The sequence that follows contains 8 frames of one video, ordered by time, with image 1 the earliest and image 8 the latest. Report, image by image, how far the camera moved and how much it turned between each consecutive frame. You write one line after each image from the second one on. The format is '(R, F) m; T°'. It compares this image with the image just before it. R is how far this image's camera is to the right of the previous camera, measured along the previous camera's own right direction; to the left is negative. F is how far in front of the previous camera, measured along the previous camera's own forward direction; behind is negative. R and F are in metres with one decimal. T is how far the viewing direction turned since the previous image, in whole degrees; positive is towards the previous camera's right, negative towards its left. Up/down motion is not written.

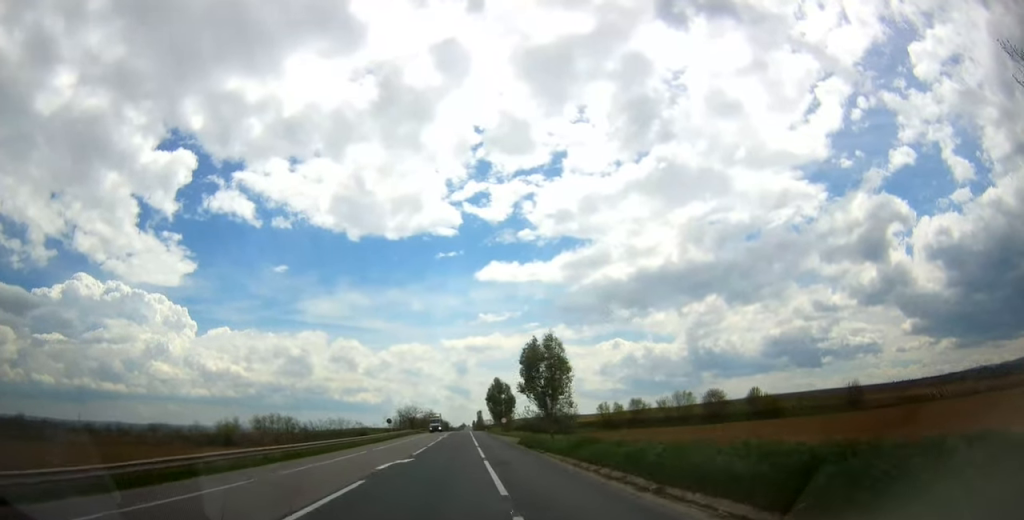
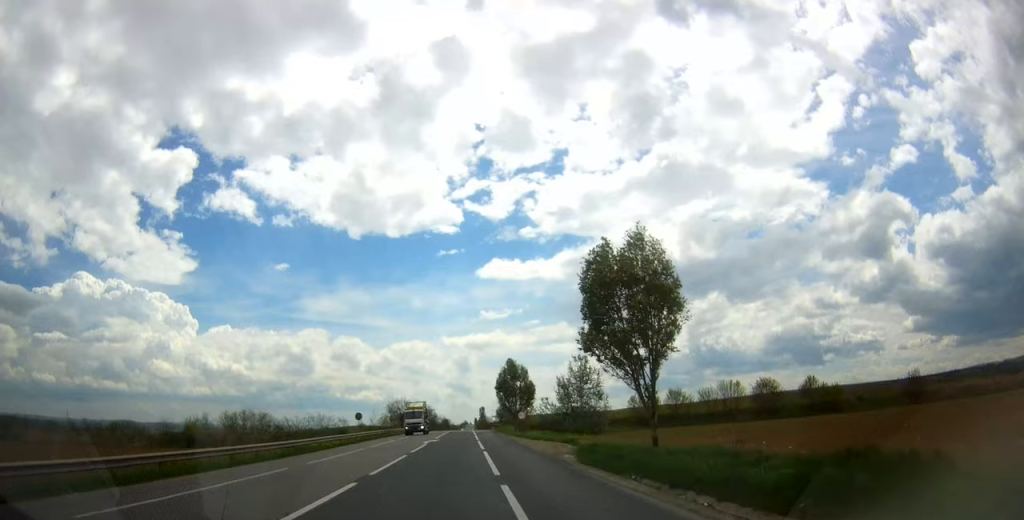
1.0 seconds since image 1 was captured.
(0.0, +25.2) m; -1°
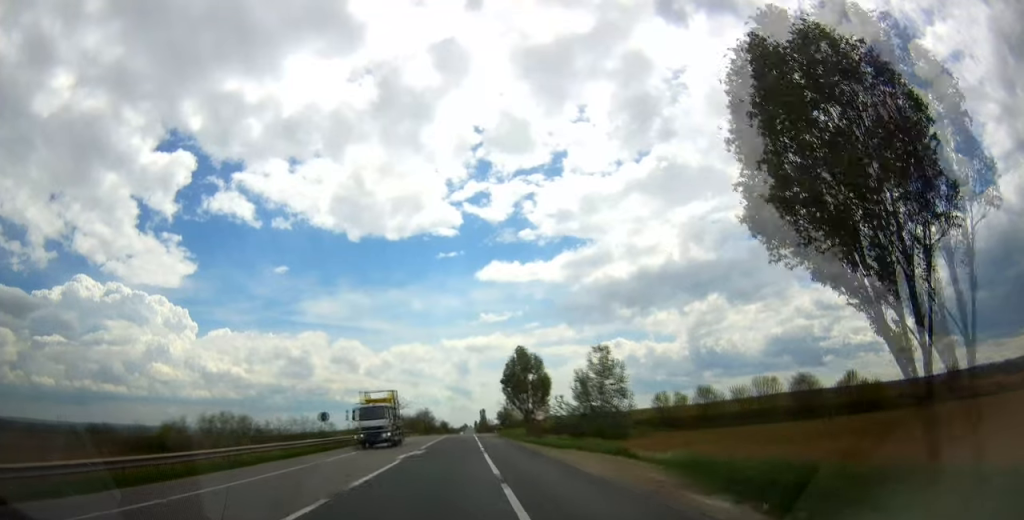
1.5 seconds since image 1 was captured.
(-0.1, +14.9) m; 0°
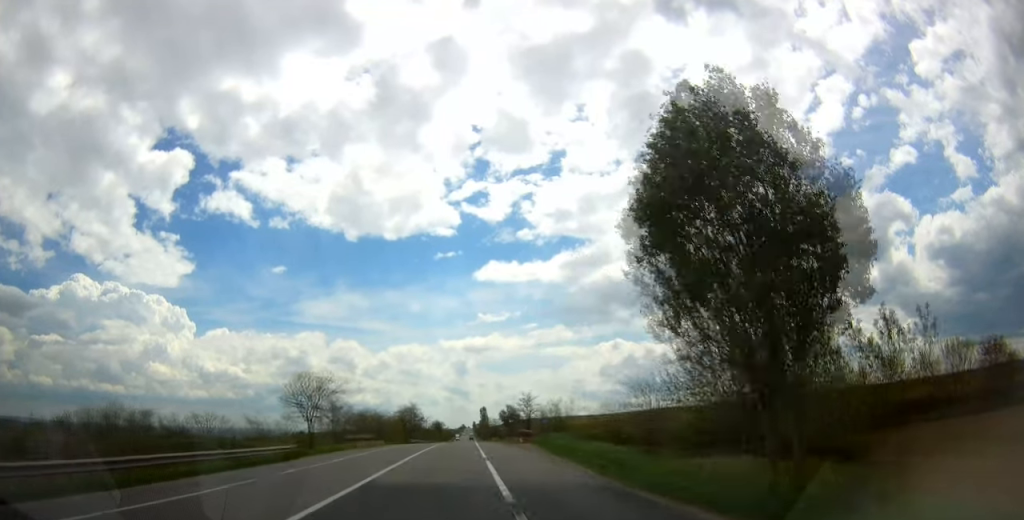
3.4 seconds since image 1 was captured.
(0.0, +49.1) m; 0°
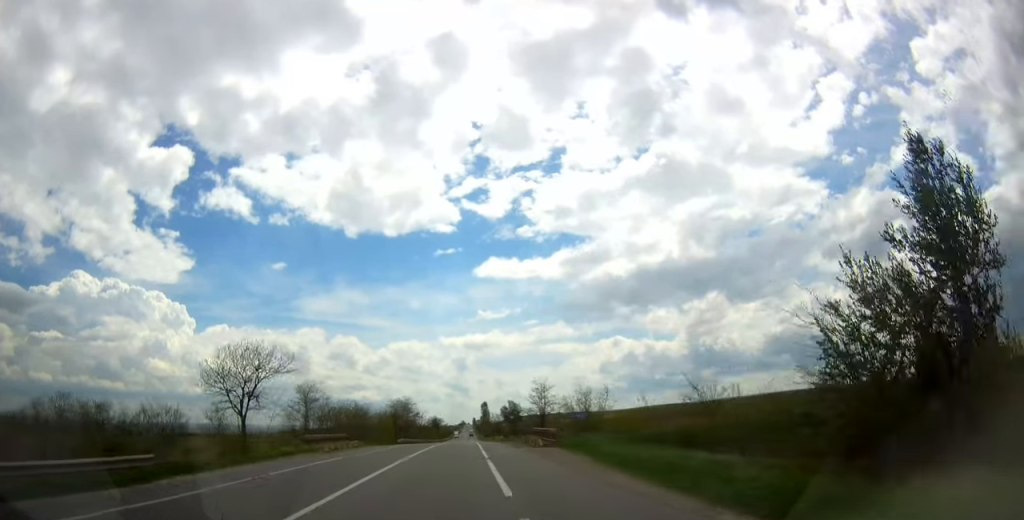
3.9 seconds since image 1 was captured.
(-0.2, +15.0) m; 0°
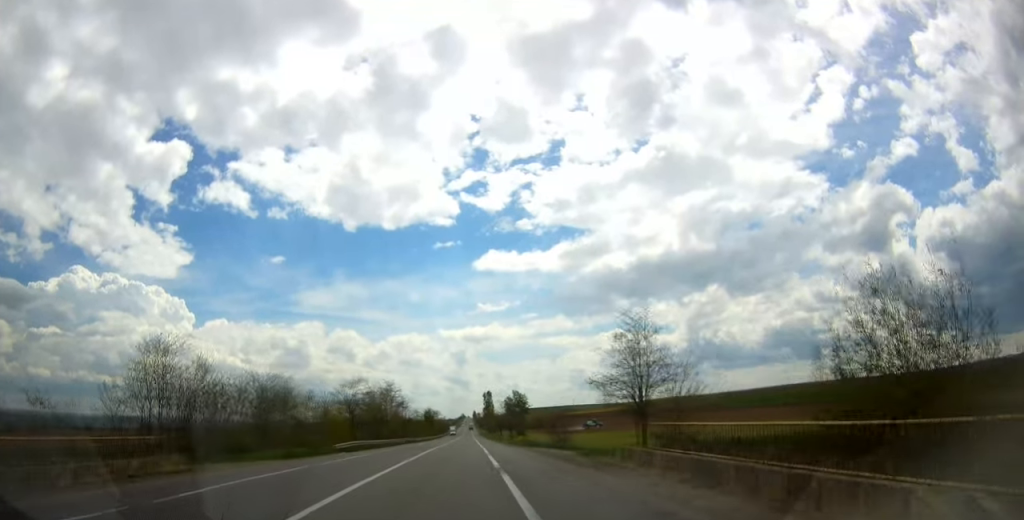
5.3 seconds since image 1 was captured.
(+0.2, +36.2) m; 0°
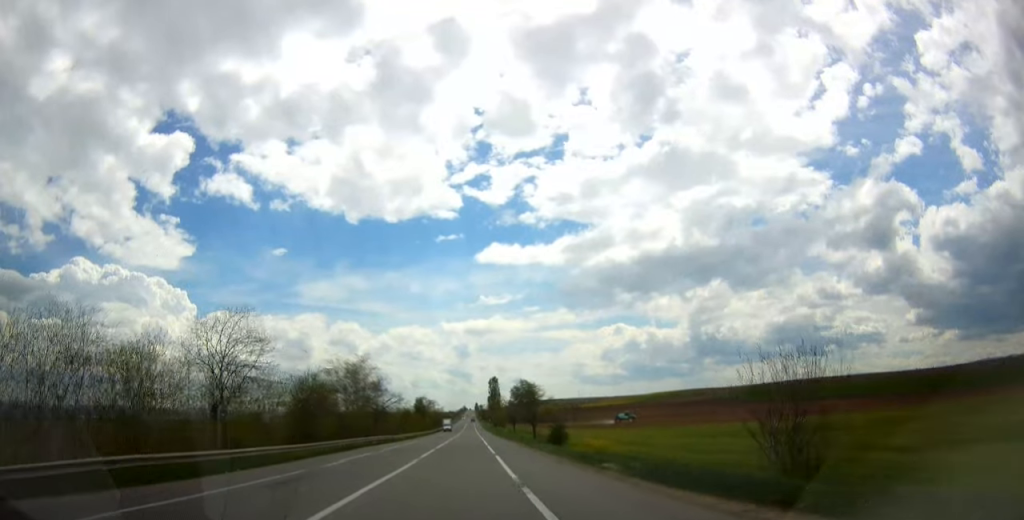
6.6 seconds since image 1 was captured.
(-0.3, +34.0) m; 0°
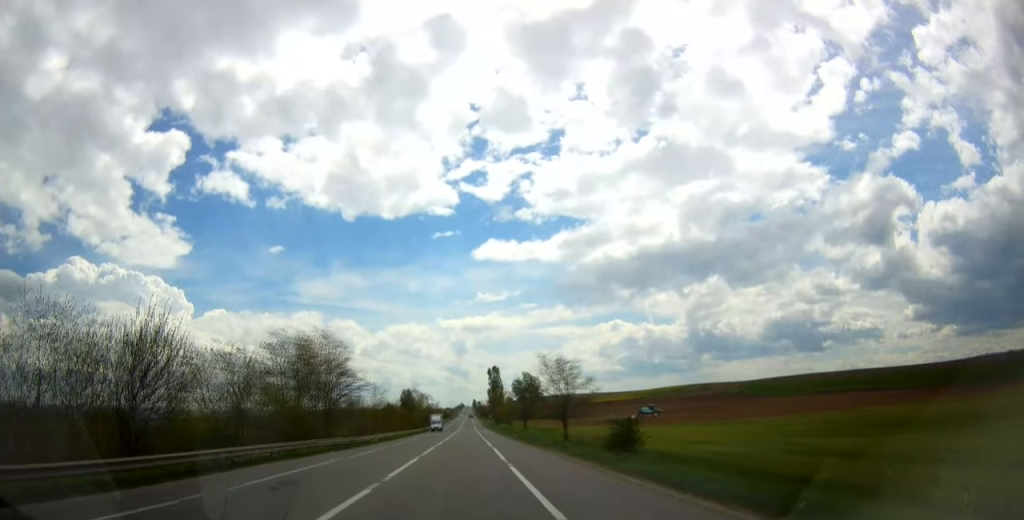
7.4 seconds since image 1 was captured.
(+0.1, +22.4) m; 0°
